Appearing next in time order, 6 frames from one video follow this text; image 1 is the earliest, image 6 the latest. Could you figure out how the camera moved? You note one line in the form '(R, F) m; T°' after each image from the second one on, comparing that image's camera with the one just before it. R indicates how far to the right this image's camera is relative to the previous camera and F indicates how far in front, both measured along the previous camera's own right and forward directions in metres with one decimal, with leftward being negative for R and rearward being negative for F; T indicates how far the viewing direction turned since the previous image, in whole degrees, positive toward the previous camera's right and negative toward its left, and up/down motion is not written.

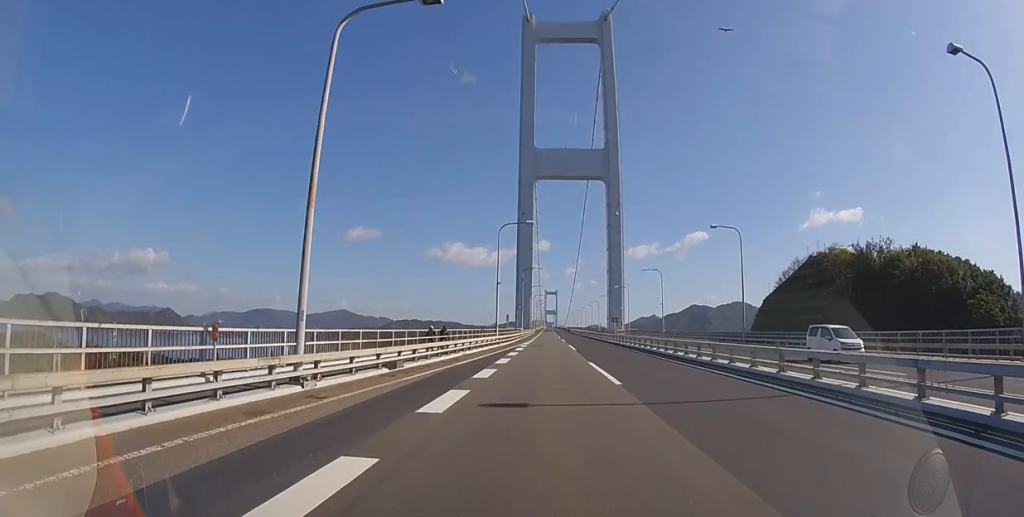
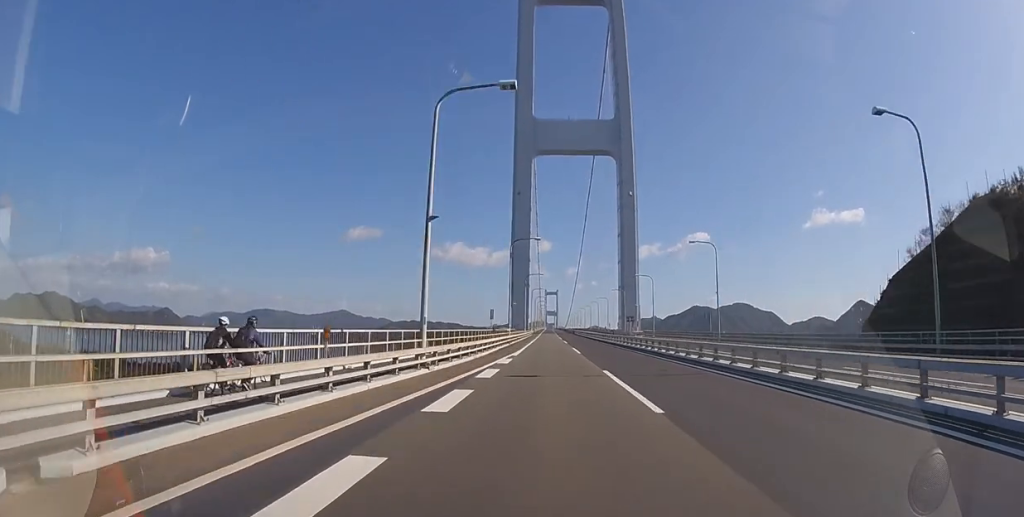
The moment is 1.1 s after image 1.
(0.0, +24.4) m; 0°
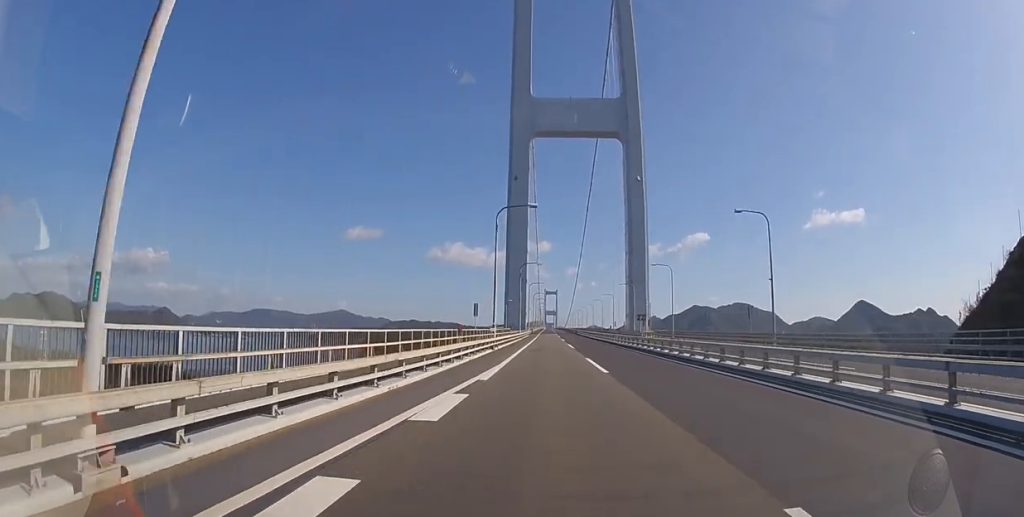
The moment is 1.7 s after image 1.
(0.0, +12.2) m; 0°
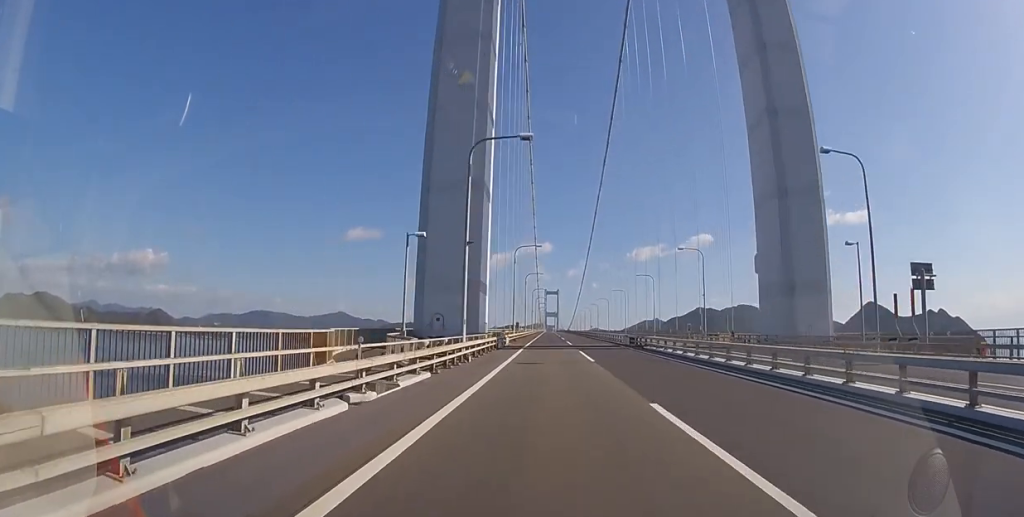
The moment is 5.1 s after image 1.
(+0.1, +74.2) m; 0°
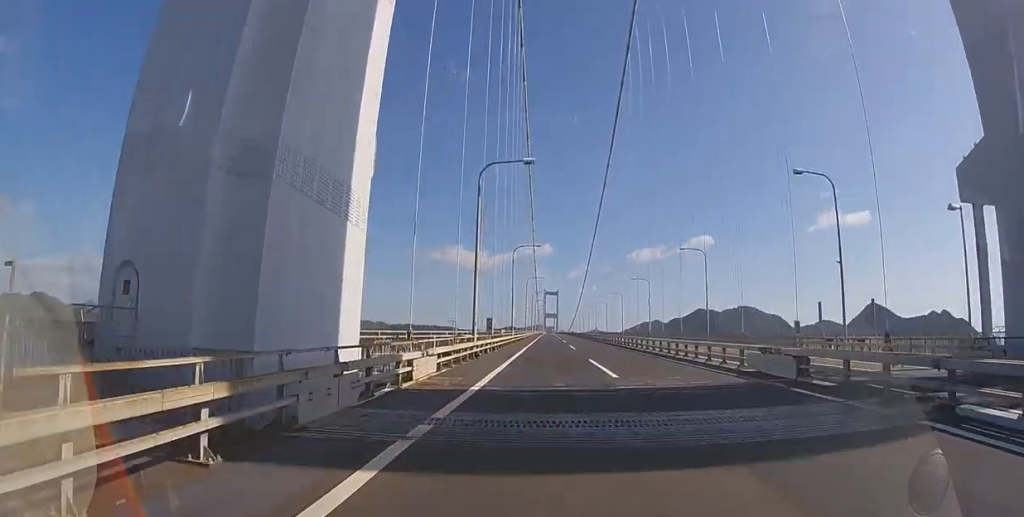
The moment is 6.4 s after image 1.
(-0.1, +27.3) m; 0°
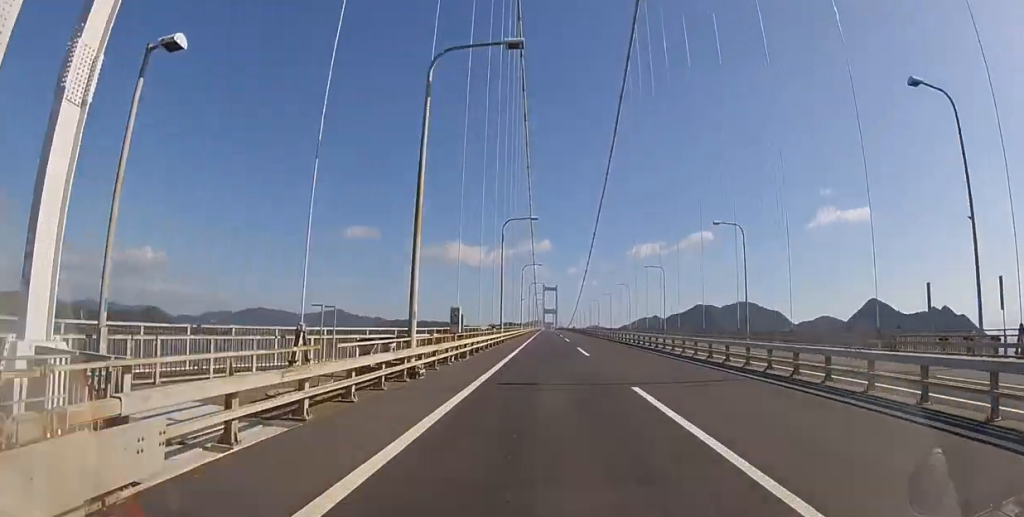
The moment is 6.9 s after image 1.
(0.0, +11.5) m; 0°
